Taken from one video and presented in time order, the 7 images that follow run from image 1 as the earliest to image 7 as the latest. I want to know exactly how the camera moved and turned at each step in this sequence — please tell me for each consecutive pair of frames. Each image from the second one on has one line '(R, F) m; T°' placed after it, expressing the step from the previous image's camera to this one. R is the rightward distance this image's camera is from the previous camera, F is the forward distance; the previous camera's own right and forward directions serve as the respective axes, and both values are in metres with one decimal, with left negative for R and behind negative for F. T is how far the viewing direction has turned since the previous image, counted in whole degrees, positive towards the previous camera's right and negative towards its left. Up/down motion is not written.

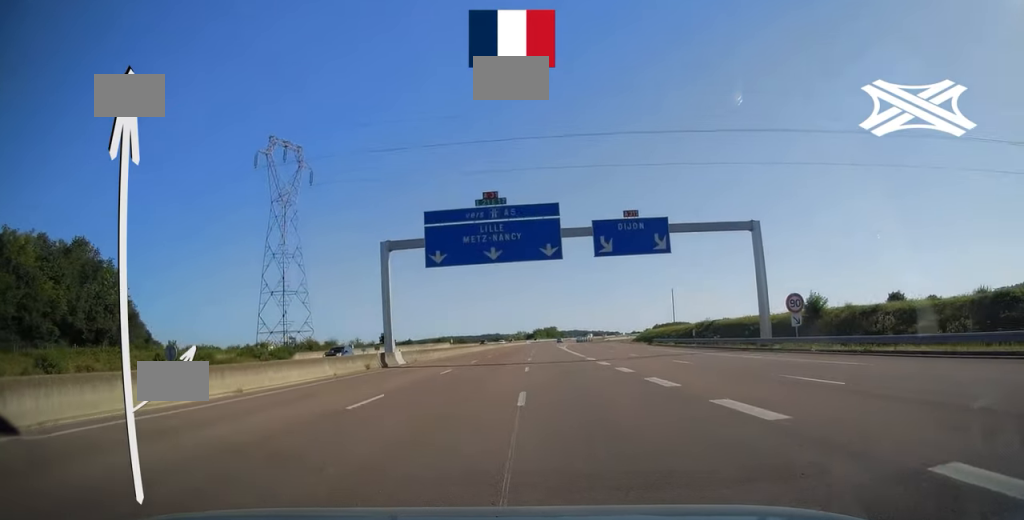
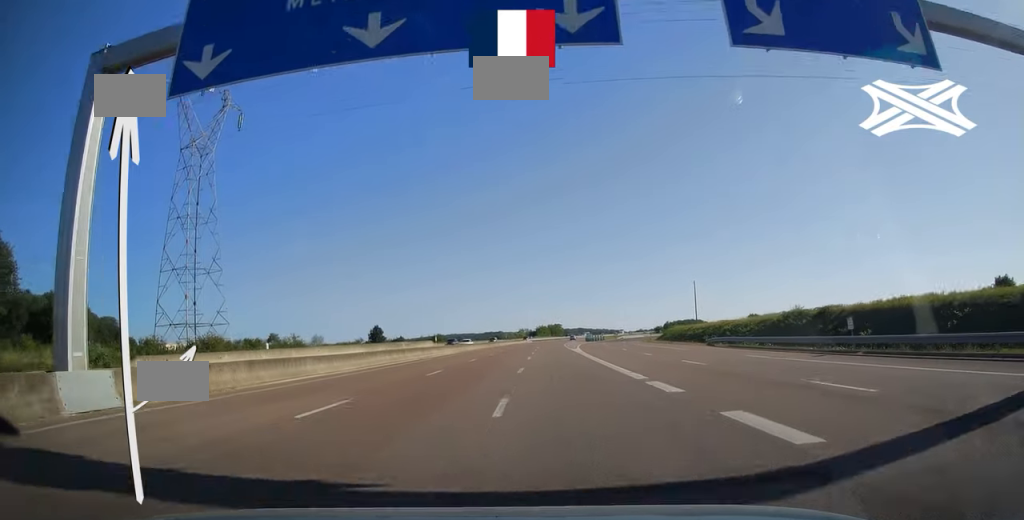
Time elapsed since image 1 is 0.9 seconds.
(-0.1, +28.9) m; 0°
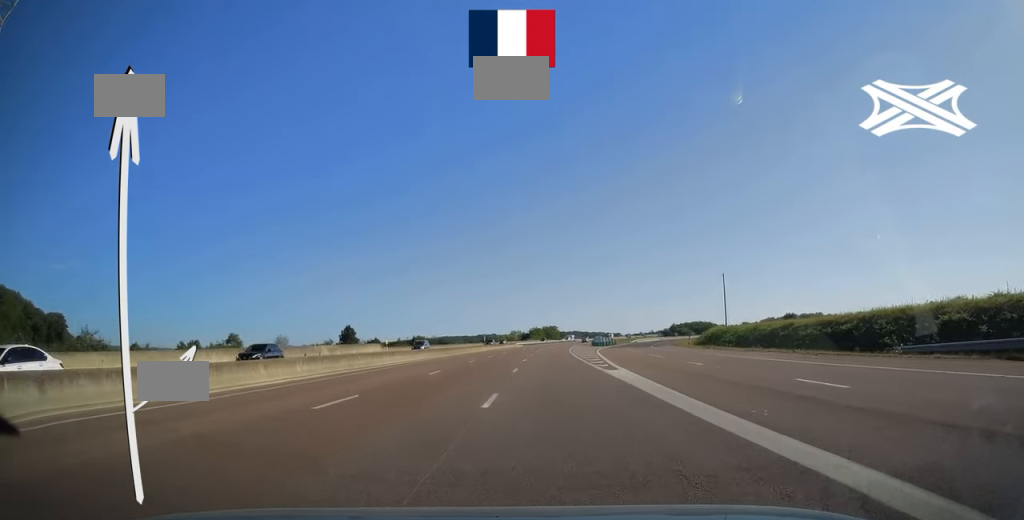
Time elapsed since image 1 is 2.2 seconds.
(-0.1, +38.6) m; 0°
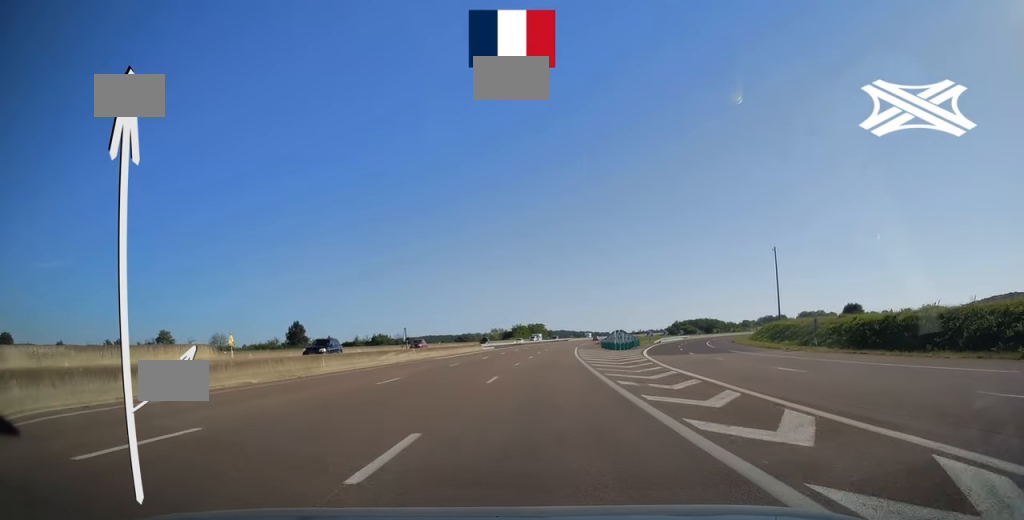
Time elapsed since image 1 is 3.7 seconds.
(+0.4, +46.7) m; +1°
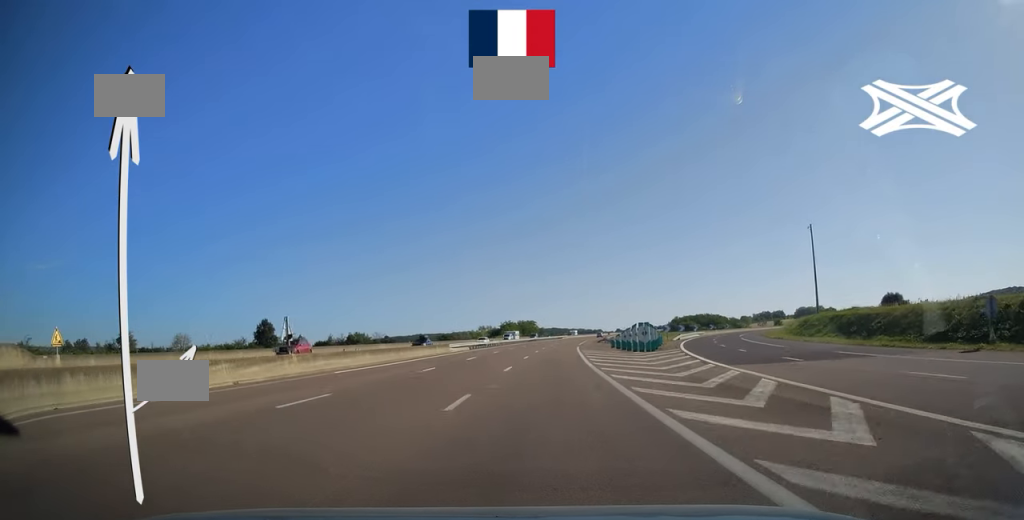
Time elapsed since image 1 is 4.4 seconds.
(0.0, +21.0) m; +1°
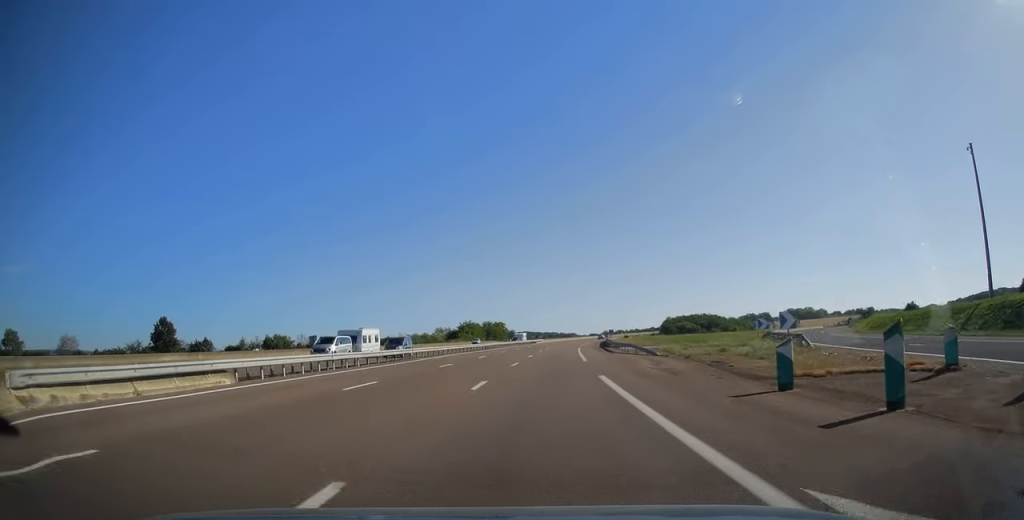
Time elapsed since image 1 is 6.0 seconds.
(+1.0, +48.7) m; +3°
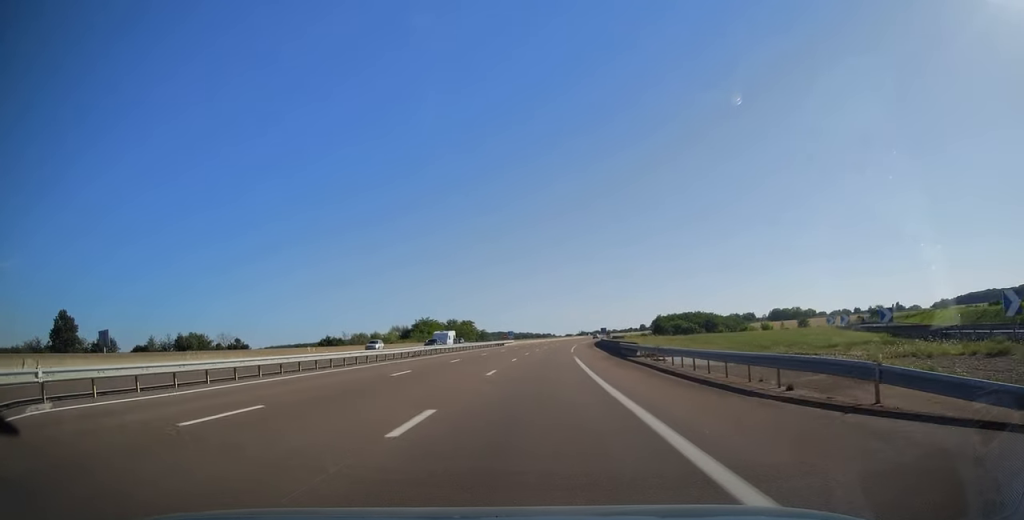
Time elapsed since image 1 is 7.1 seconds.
(+0.7, +34.3) m; +3°
